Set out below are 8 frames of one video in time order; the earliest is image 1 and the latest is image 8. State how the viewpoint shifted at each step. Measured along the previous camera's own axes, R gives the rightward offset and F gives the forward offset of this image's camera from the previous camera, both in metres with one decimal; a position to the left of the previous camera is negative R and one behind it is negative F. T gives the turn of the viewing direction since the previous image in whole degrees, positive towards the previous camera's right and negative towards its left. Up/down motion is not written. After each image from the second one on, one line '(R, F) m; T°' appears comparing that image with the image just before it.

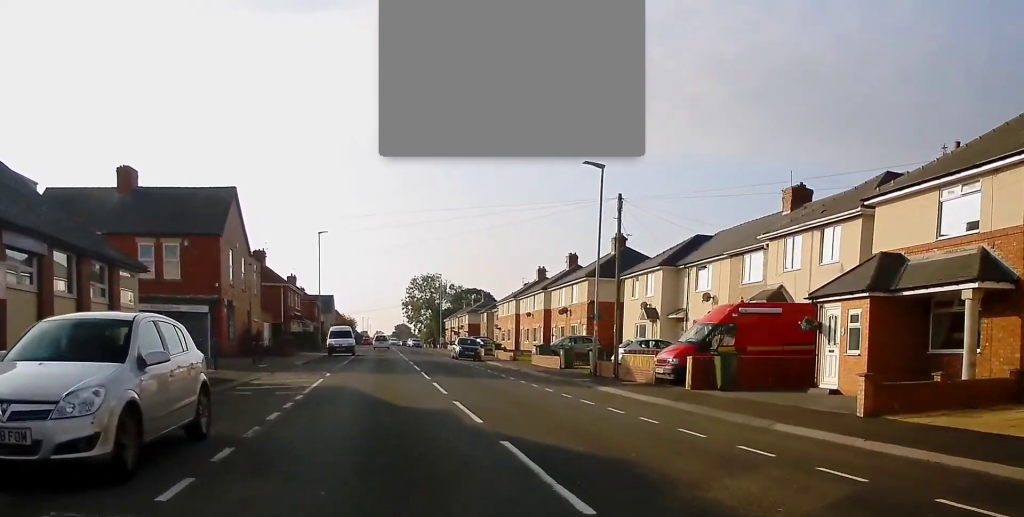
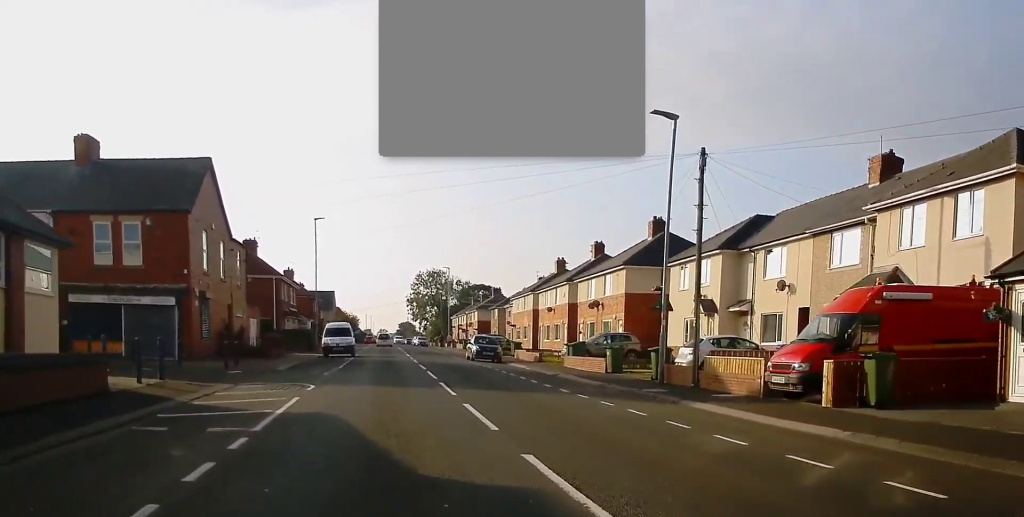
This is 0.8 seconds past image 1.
(+0.1, +7.1) m; +1°
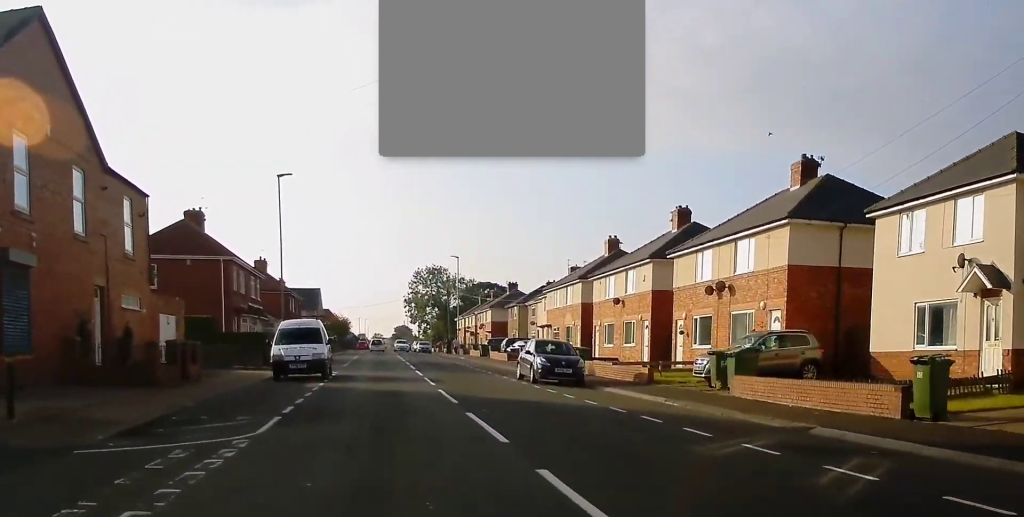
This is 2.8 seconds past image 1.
(+0.2, +19.1) m; +1°
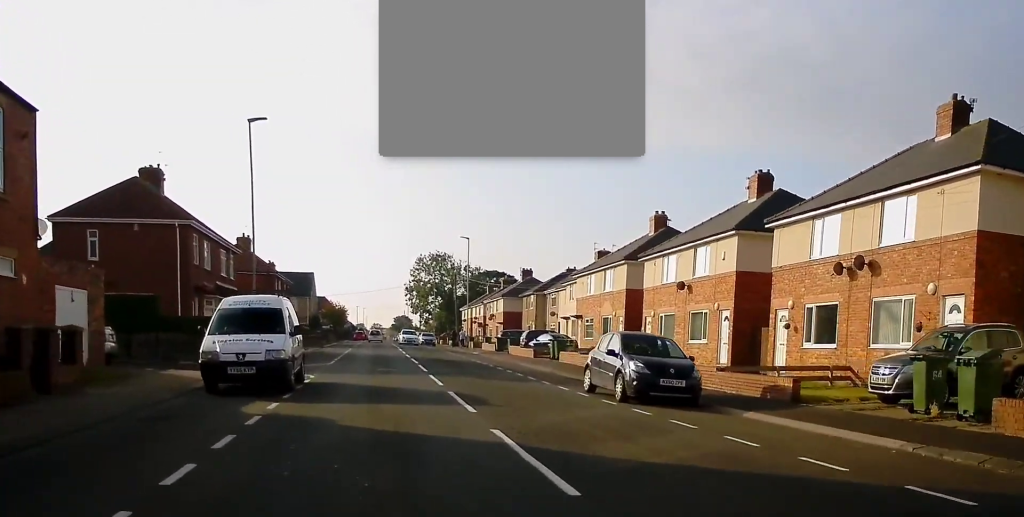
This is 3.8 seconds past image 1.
(-0.1, +9.6) m; -1°
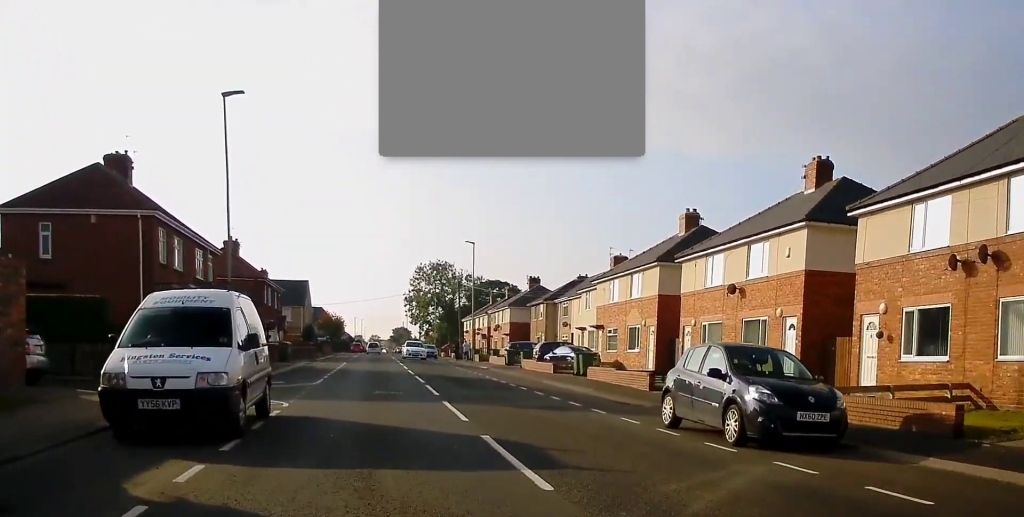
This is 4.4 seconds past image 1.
(0.0, +5.3) m; 0°
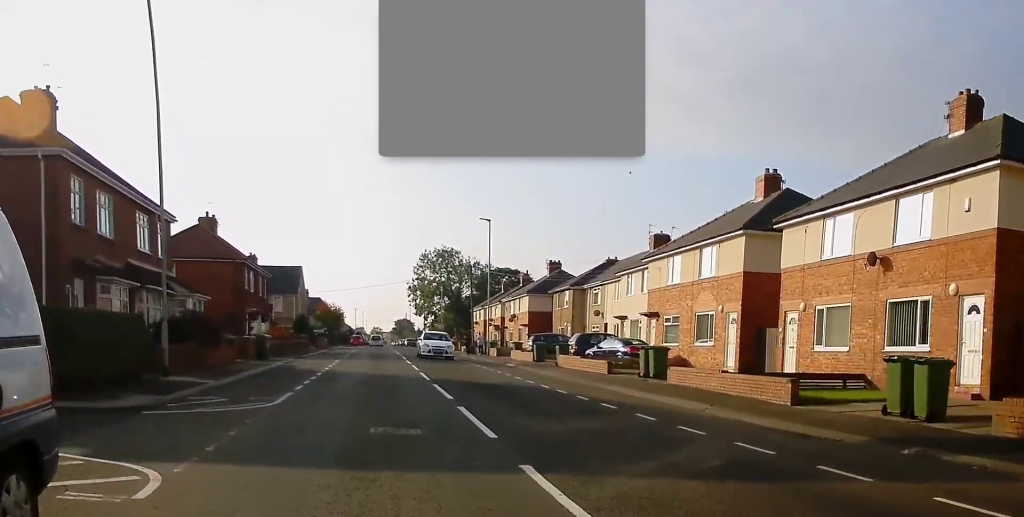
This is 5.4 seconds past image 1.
(0.0, +9.0) m; 0°
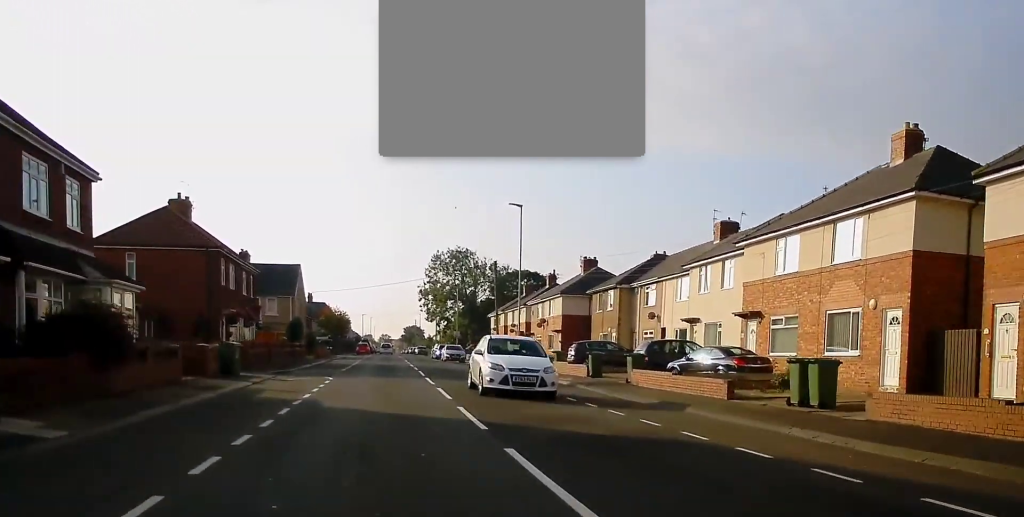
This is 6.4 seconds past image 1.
(+0.1, +9.8) m; -1°
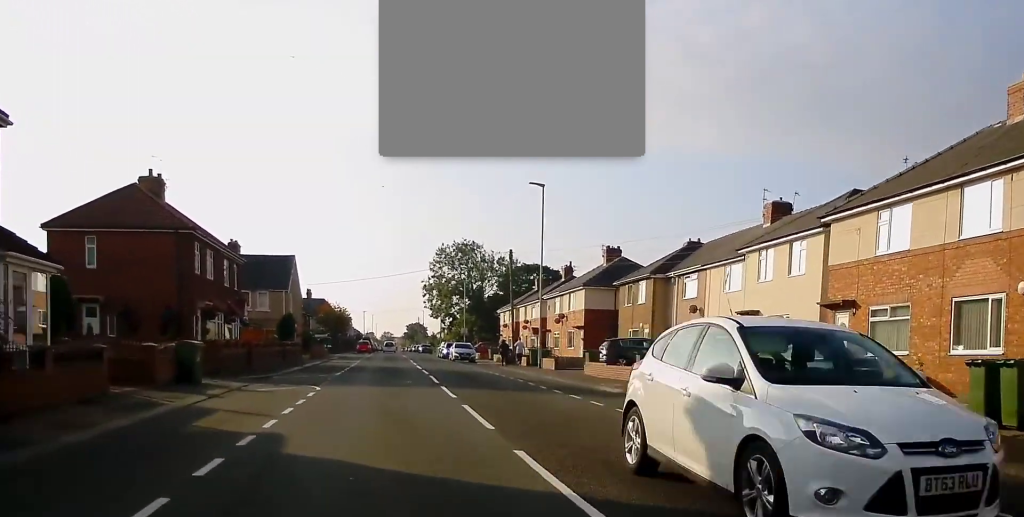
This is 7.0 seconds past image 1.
(0.0, +6.1) m; -1°
